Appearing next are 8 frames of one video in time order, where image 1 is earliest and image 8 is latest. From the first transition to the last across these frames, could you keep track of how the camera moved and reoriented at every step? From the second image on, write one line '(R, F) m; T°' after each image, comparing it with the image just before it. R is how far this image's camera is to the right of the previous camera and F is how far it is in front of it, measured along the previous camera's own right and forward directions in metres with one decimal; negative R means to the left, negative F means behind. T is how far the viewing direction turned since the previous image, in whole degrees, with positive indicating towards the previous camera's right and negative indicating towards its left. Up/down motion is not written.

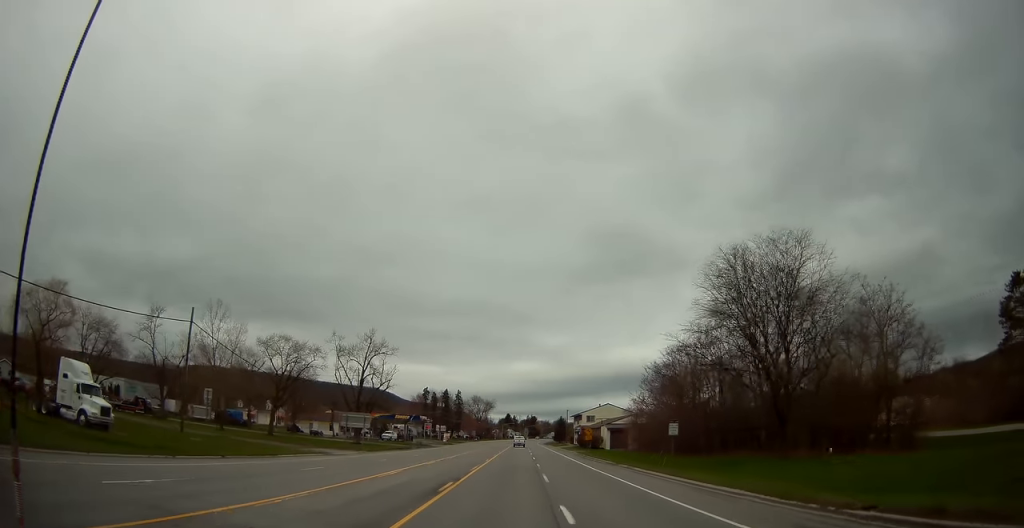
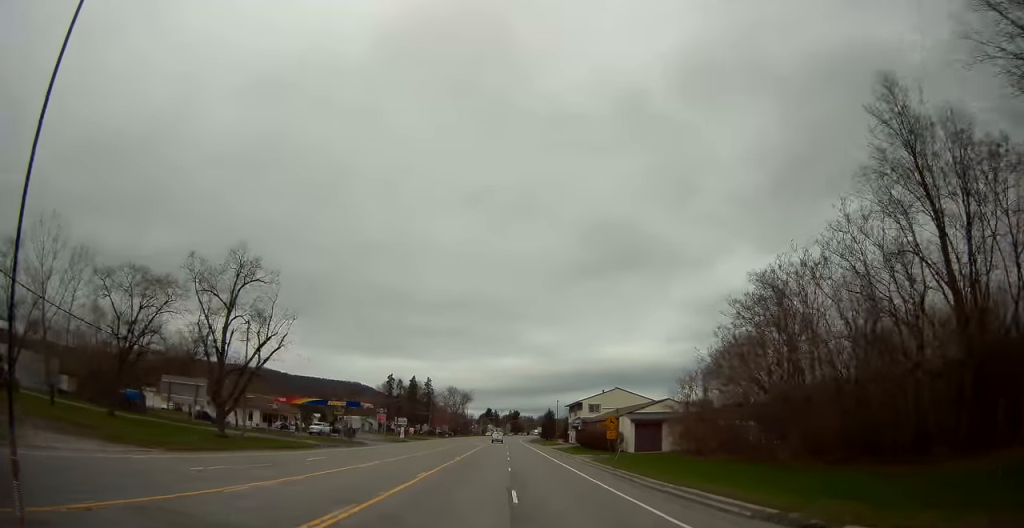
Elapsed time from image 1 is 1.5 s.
(+0.2, +33.6) m; +2°
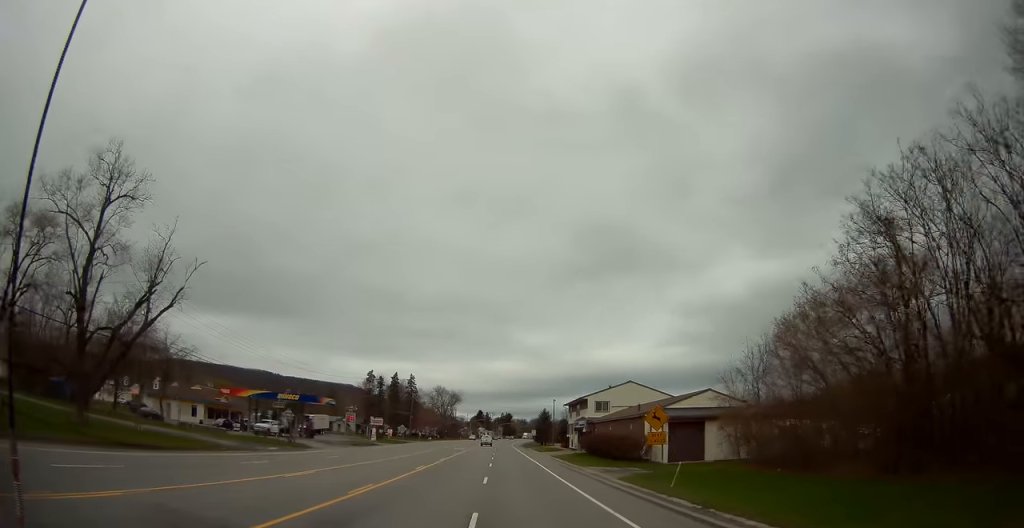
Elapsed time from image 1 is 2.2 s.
(+0.5, +16.9) m; 0°
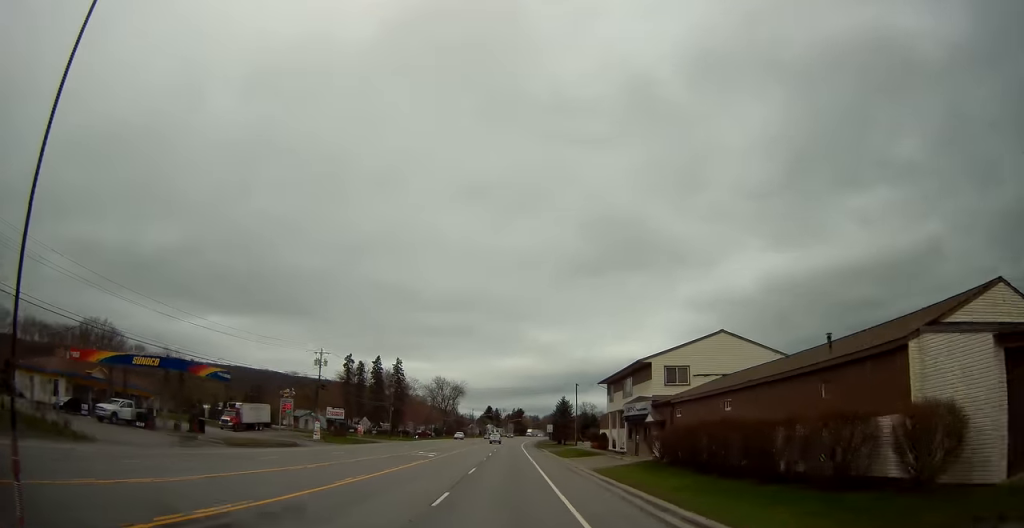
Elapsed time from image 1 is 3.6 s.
(-0.8, +33.0) m; -1°
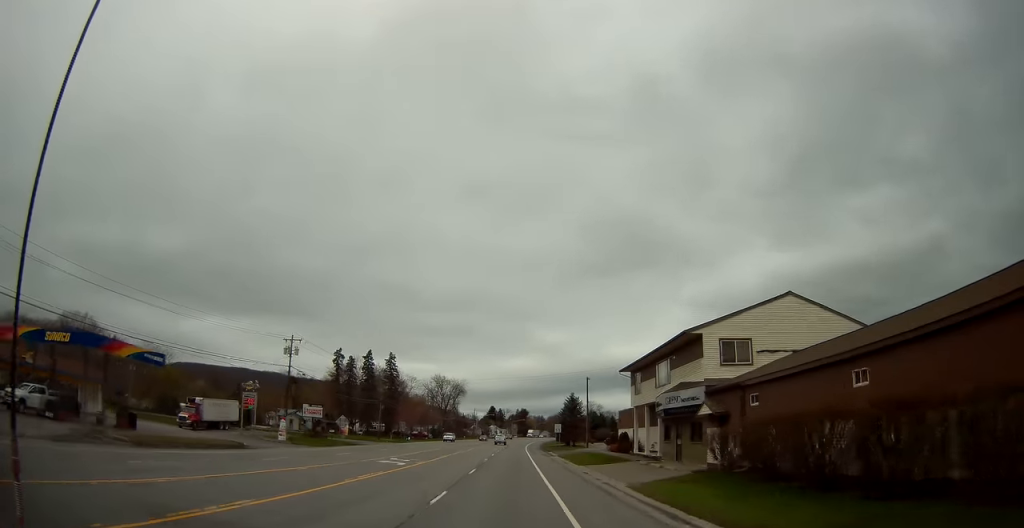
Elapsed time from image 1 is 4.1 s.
(-0.1, +11.5) m; 0°
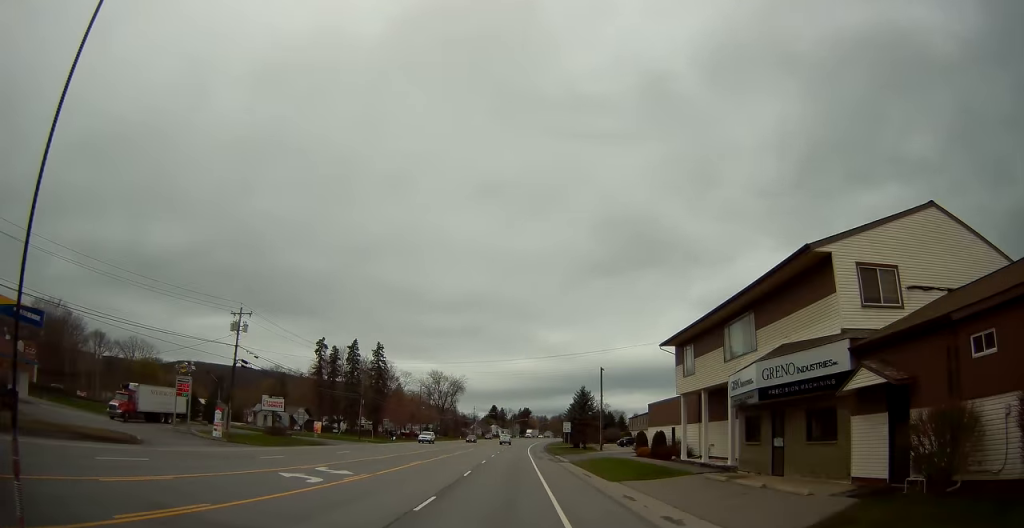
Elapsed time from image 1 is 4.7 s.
(+0.1, +13.8) m; 0°
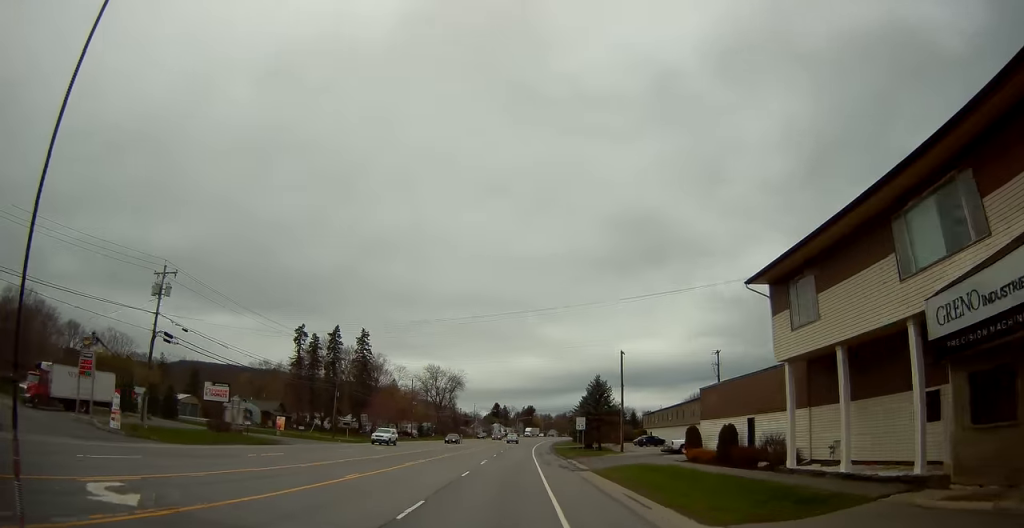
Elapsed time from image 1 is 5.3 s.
(0.0, +13.8) m; 0°
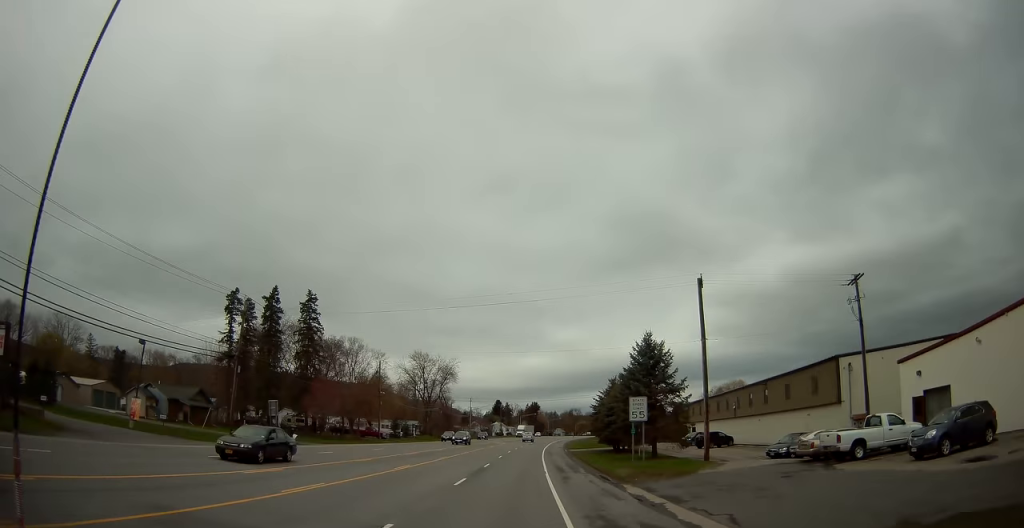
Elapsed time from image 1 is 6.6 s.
(-0.5, +28.4) m; -1°
